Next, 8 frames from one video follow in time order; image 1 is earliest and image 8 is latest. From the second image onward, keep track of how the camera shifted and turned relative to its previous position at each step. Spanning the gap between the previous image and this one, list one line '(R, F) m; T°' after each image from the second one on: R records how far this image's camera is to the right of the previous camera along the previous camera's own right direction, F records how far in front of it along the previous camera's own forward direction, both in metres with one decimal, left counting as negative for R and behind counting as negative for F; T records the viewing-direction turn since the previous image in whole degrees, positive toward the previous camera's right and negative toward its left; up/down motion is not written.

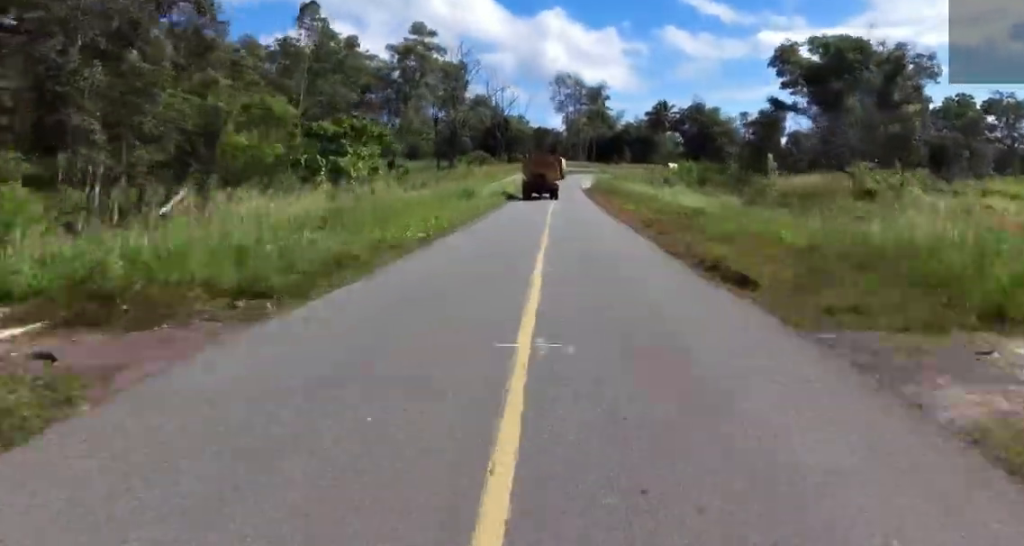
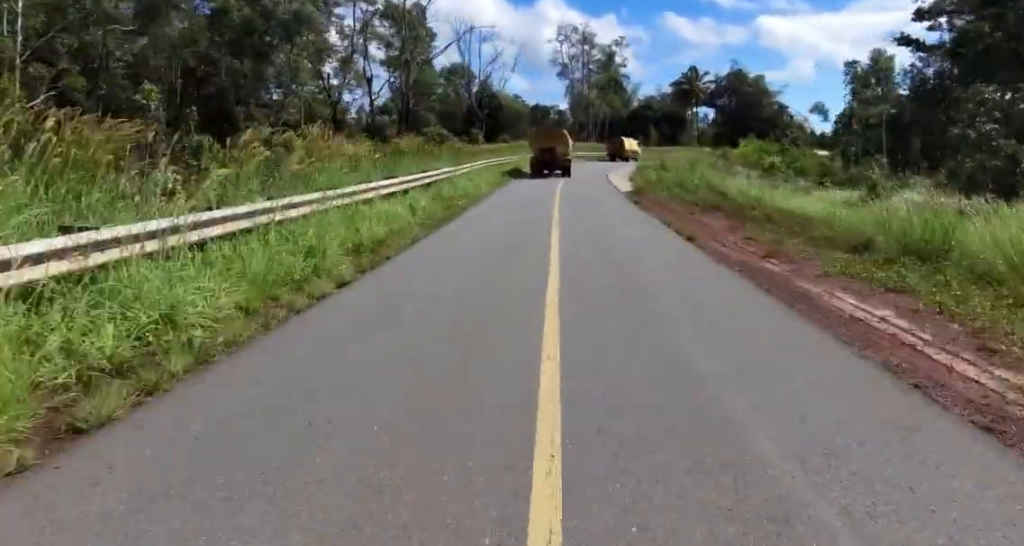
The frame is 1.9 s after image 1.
(-0.5, +32.5) m; -5°
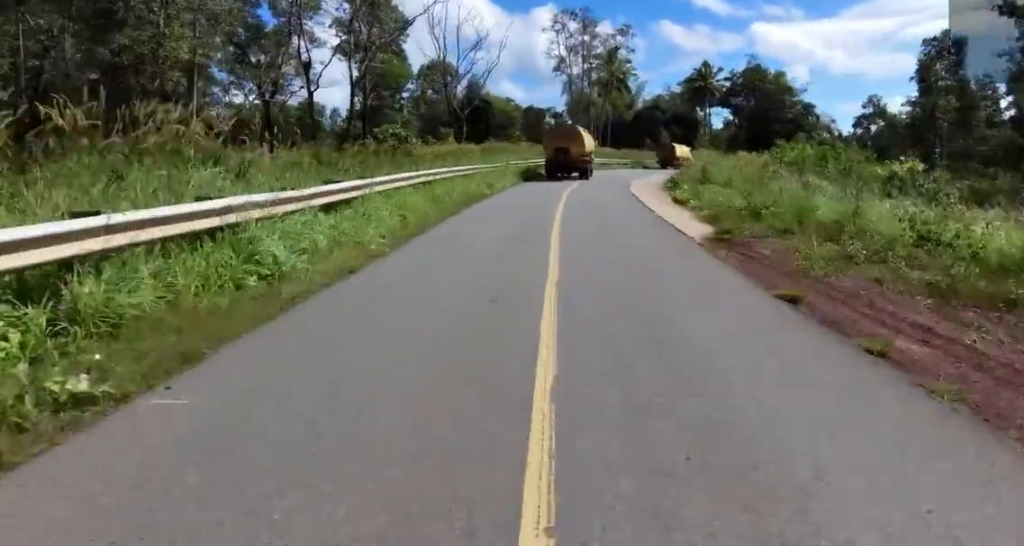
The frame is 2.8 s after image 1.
(-0.5, +13.4) m; -4°
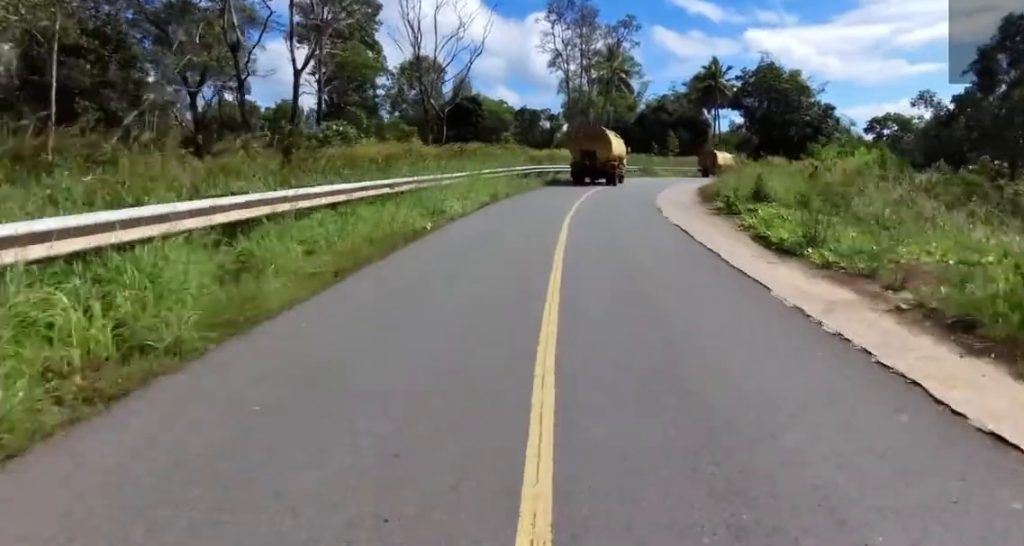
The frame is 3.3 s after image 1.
(-0.7, +8.6) m; +2°
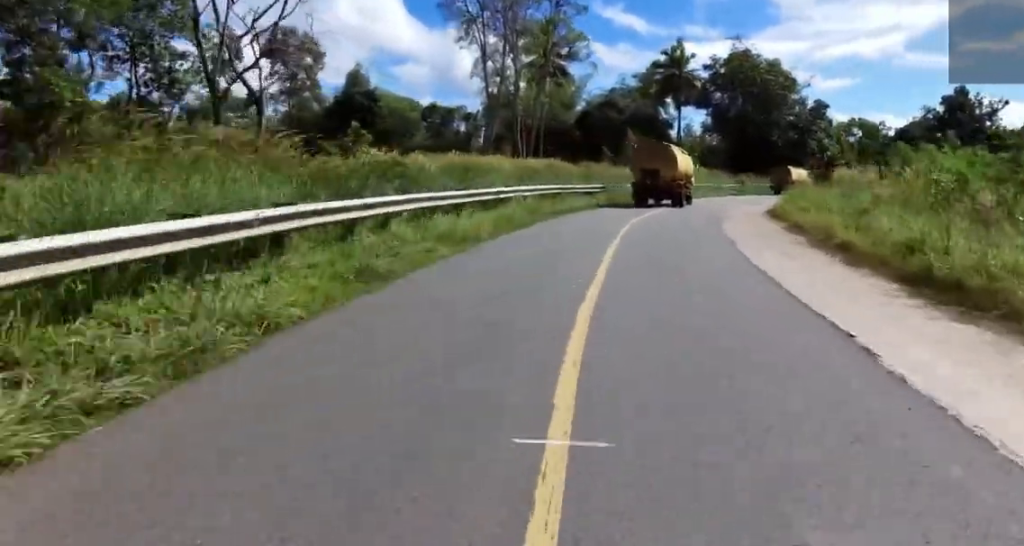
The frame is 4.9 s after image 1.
(+3.6, +22.1) m; +19°
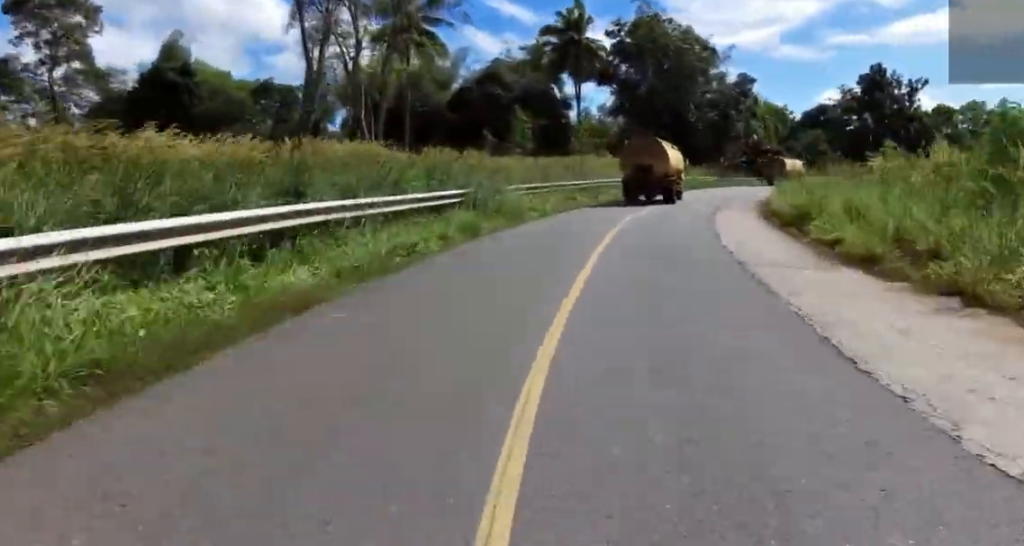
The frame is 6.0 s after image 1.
(+1.2, +15.8) m; +7°
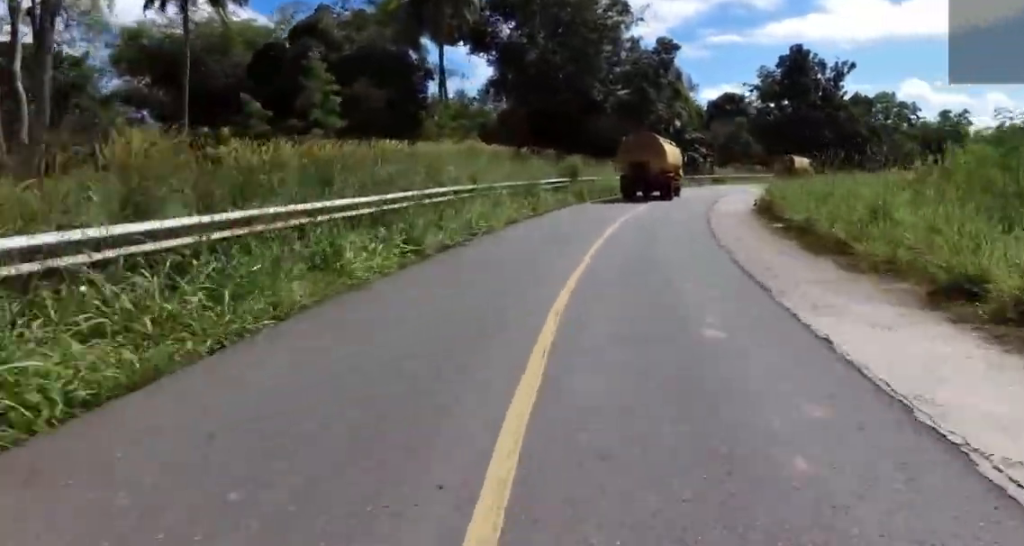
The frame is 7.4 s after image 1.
(+1.5, +17.2) m; +10°
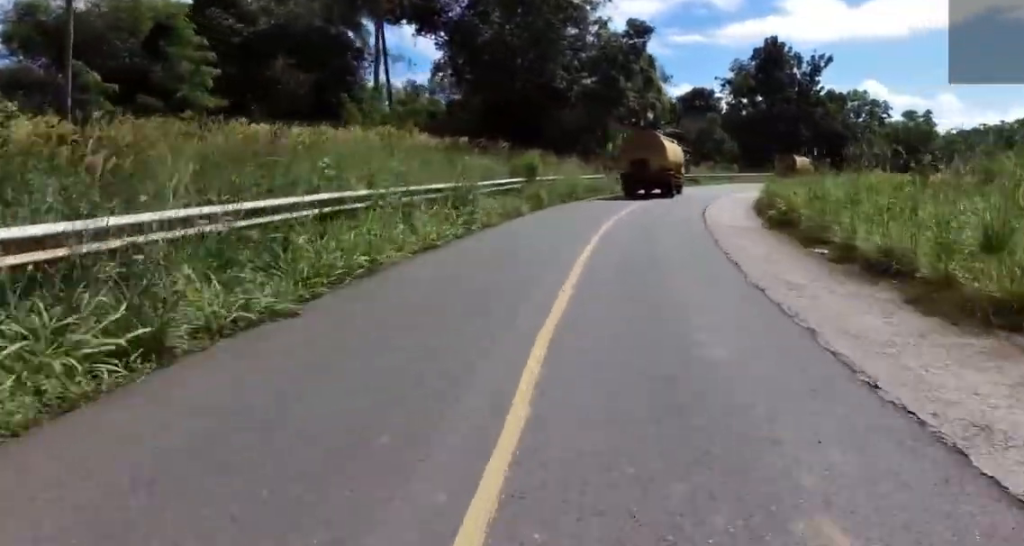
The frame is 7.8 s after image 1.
(+0.2, +5.8) m; +3°
